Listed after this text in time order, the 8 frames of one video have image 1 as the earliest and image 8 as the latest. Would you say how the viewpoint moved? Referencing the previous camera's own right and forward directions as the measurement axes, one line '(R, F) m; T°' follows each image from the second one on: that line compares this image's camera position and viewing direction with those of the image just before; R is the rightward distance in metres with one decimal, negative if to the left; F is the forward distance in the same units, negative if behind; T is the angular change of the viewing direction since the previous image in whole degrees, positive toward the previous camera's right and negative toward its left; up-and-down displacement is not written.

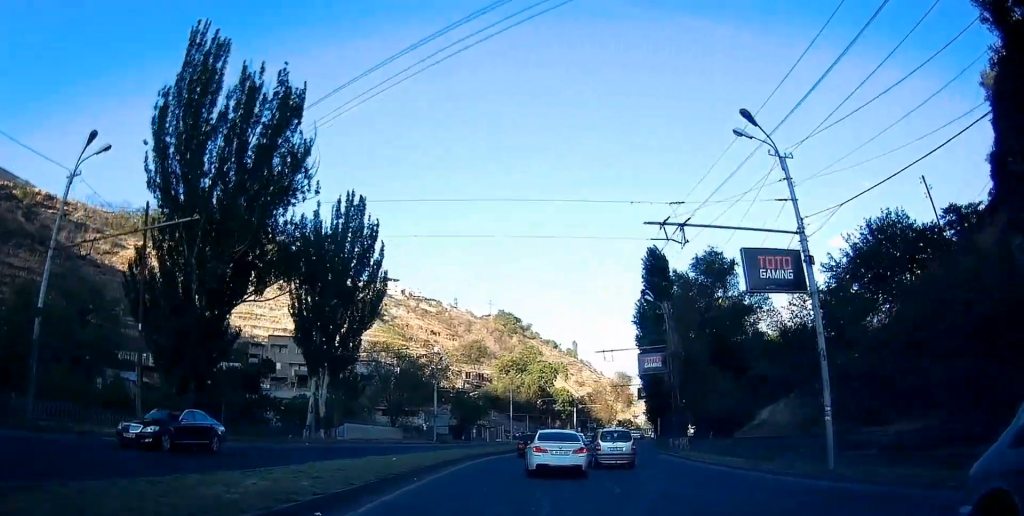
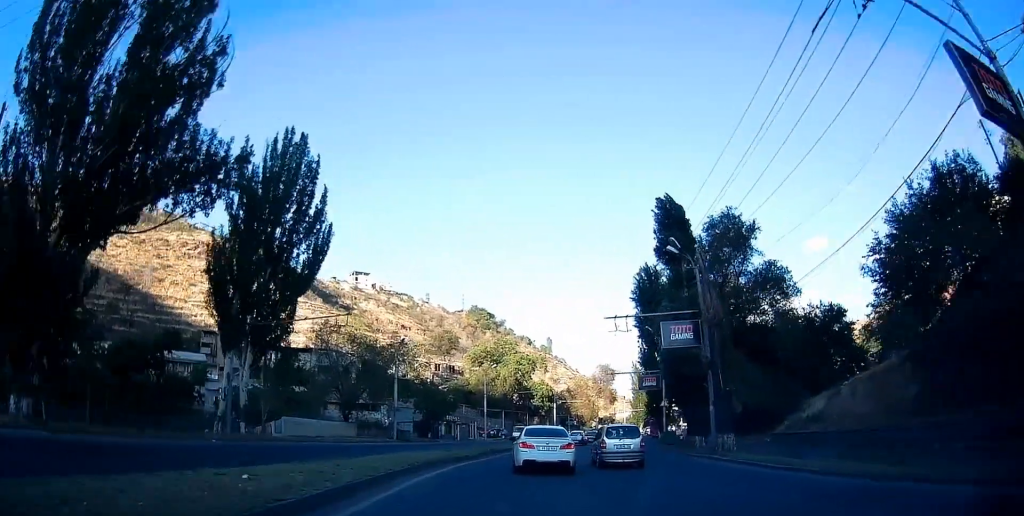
(+0.3, +10.9) m; +3°
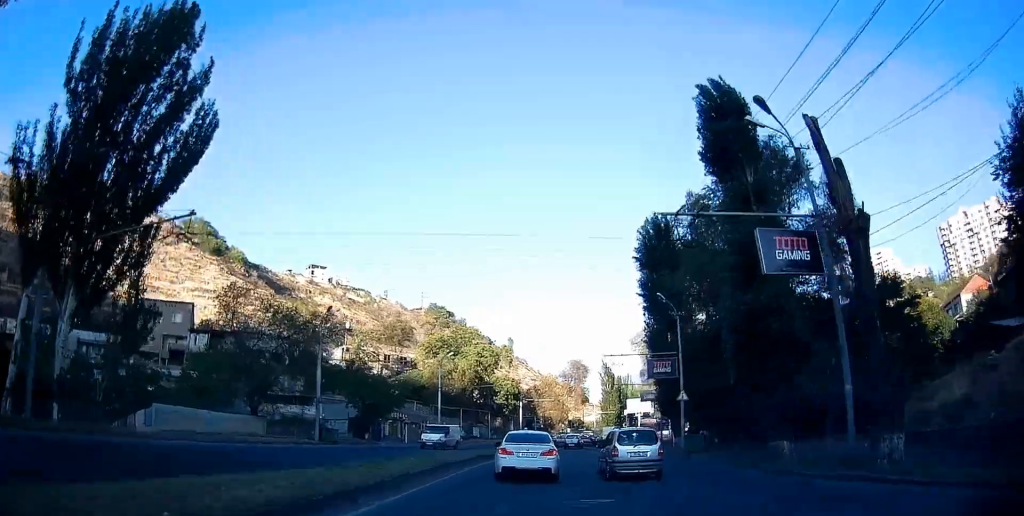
(+0.6, +14.6) m; +4°
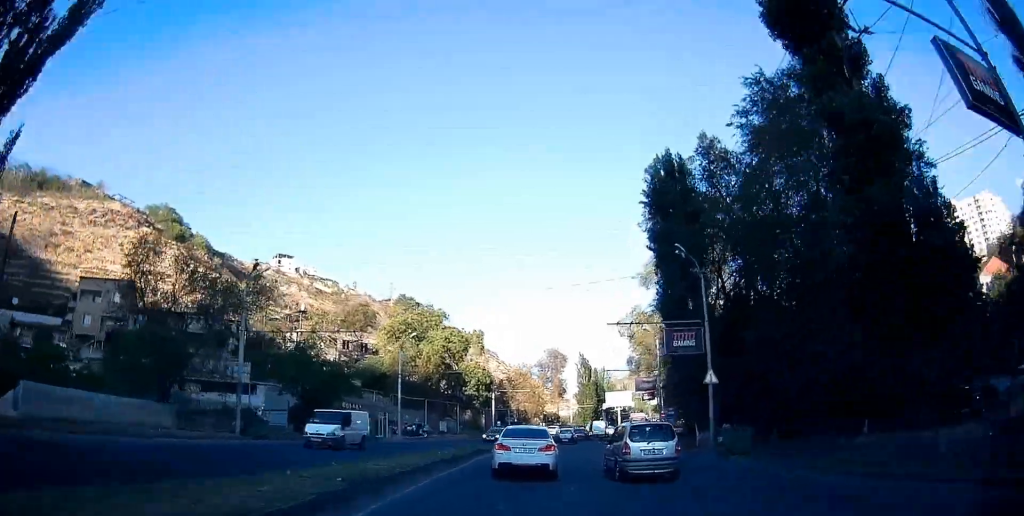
(+0.3, +9.7) m; +3°
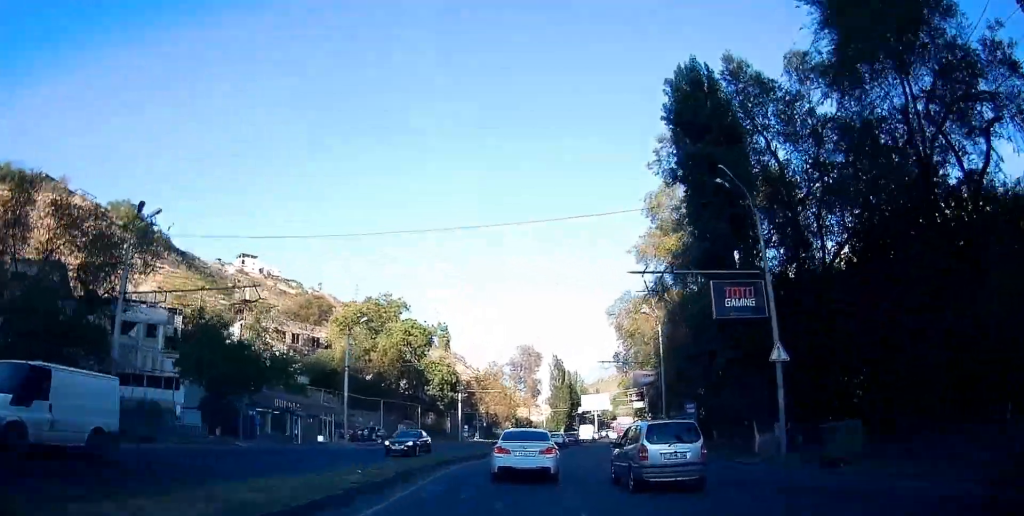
(+0.1, +10.3) m; +3°
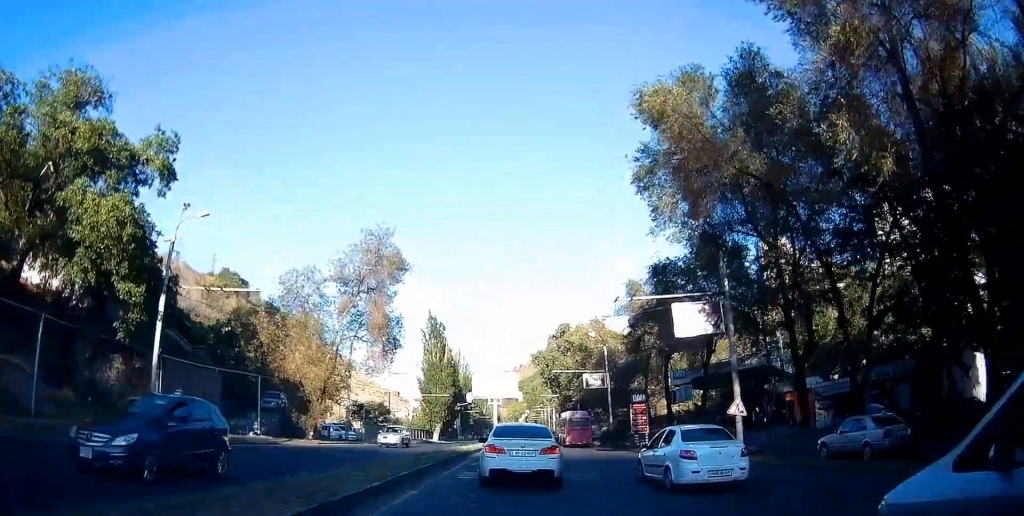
(+5.7, +53.5) m; +13°
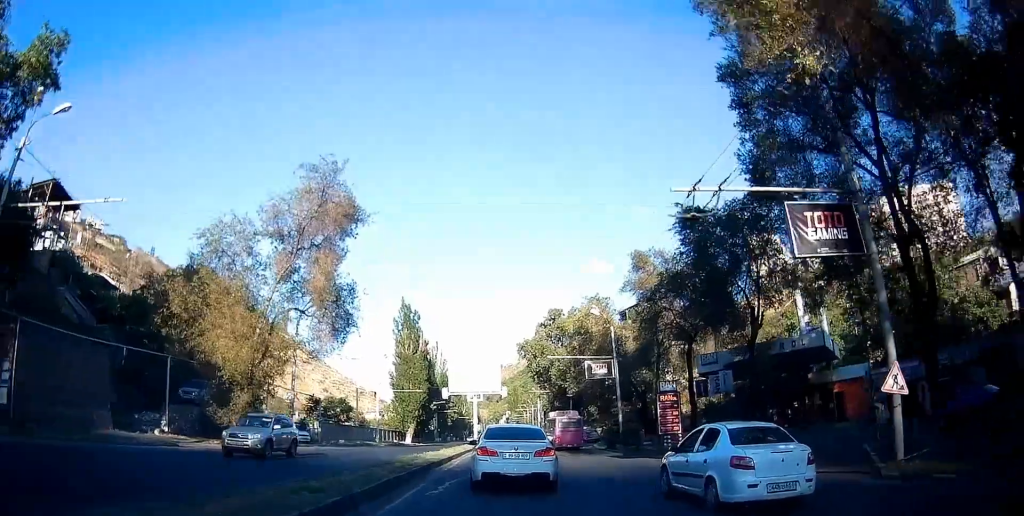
(+0.3, +11.4) m; +2°
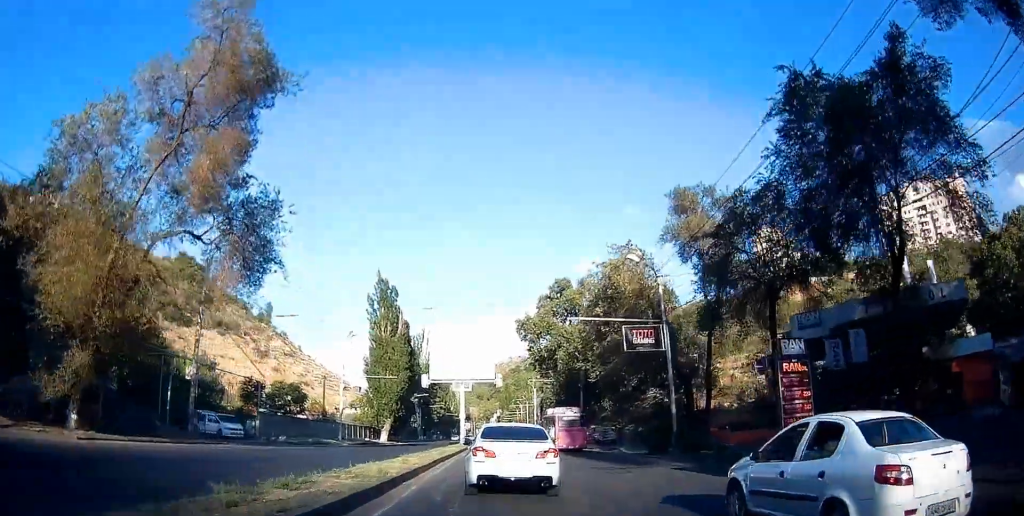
(+0.1, +14.6) m; +1°
